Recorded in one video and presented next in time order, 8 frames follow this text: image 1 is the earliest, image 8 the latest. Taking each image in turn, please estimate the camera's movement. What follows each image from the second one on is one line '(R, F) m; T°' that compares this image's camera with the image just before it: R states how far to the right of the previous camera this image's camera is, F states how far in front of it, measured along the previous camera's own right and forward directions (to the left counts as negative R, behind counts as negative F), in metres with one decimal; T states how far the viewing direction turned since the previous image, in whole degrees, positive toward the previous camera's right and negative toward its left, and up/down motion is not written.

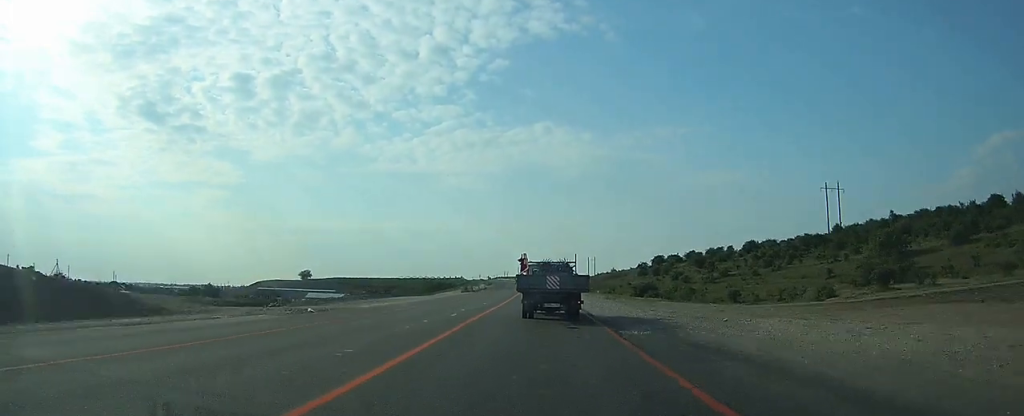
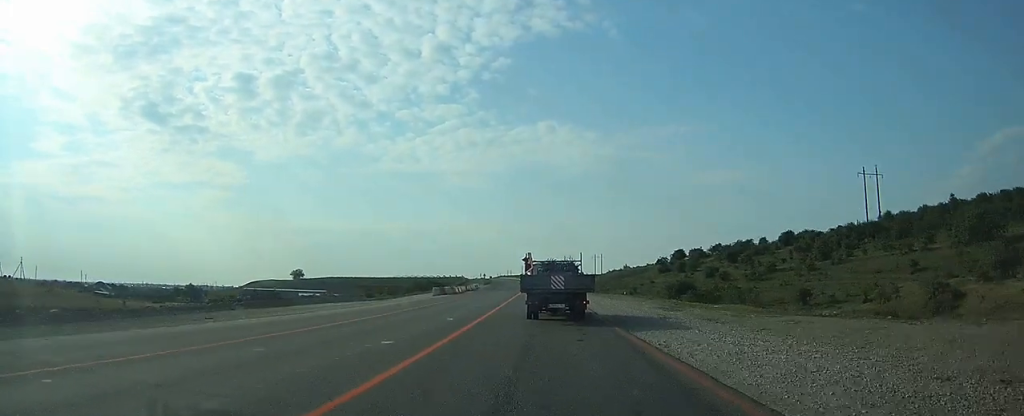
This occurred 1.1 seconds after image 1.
(-0.2, +23.8) m; -1°
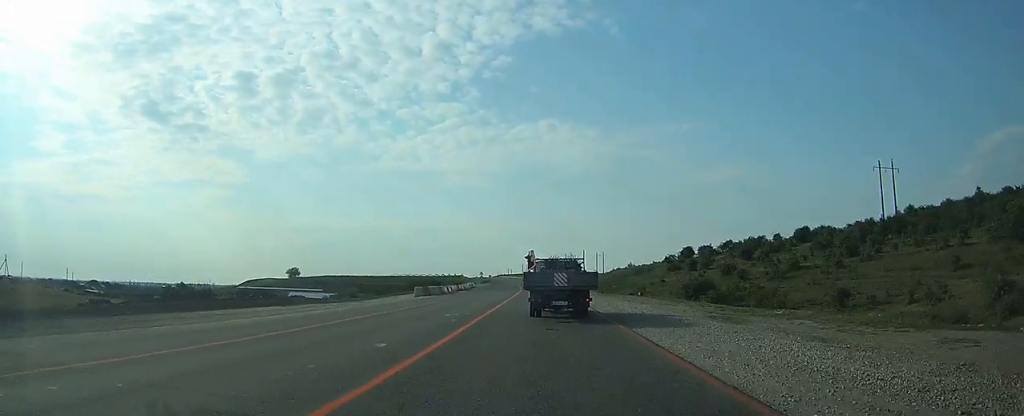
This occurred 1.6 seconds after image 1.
(0.0, +9.0) m; 0°
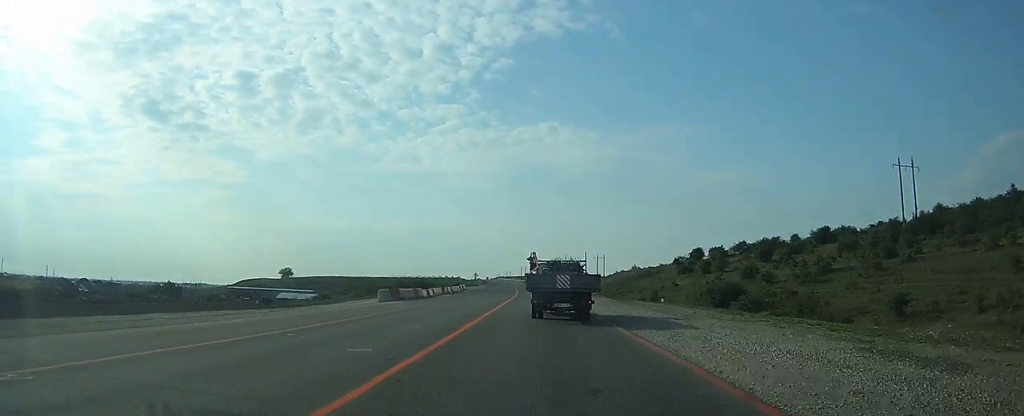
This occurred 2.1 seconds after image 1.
(0.0, +11.0) m; 0°
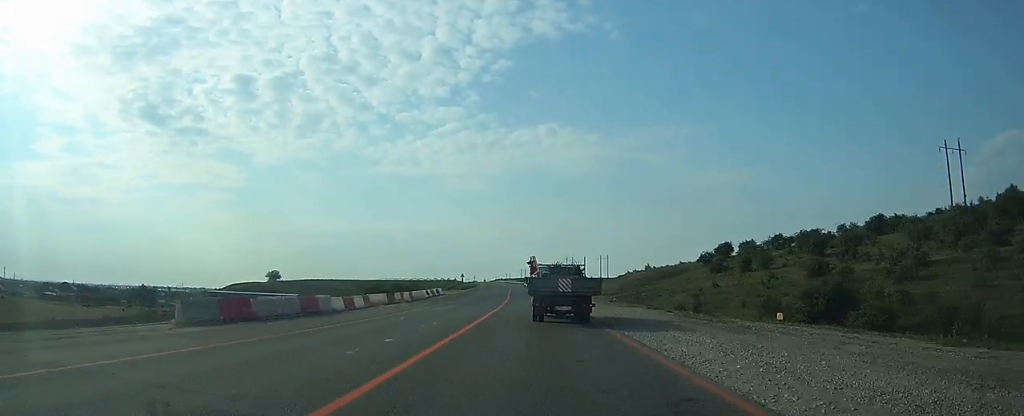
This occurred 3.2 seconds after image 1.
(0.0, +22.6) m; 0°
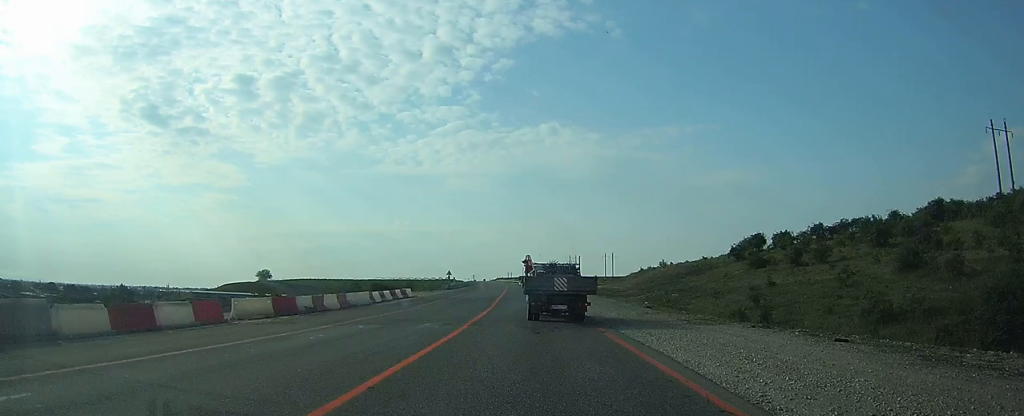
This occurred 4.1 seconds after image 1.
(0.0, +17.7) m; 0°
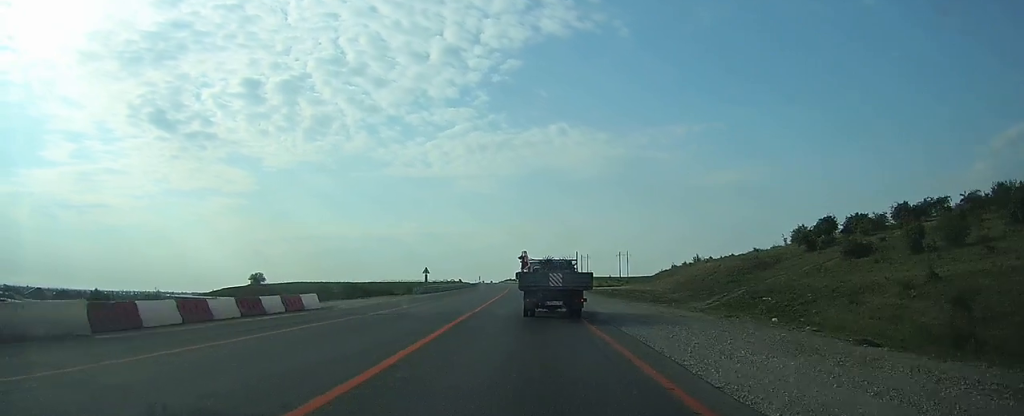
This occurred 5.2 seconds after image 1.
(-0.1, +24.0) m; -1°
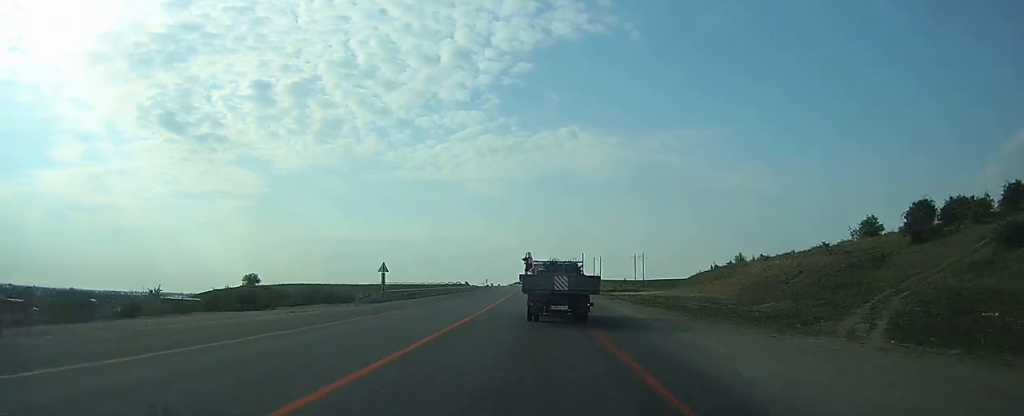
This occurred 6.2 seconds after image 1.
(-0.2, +20.8) m; -1°
